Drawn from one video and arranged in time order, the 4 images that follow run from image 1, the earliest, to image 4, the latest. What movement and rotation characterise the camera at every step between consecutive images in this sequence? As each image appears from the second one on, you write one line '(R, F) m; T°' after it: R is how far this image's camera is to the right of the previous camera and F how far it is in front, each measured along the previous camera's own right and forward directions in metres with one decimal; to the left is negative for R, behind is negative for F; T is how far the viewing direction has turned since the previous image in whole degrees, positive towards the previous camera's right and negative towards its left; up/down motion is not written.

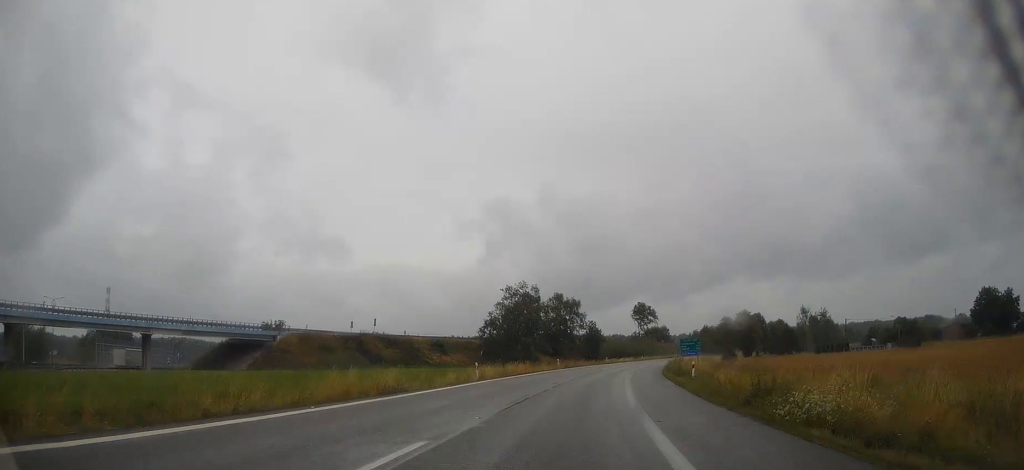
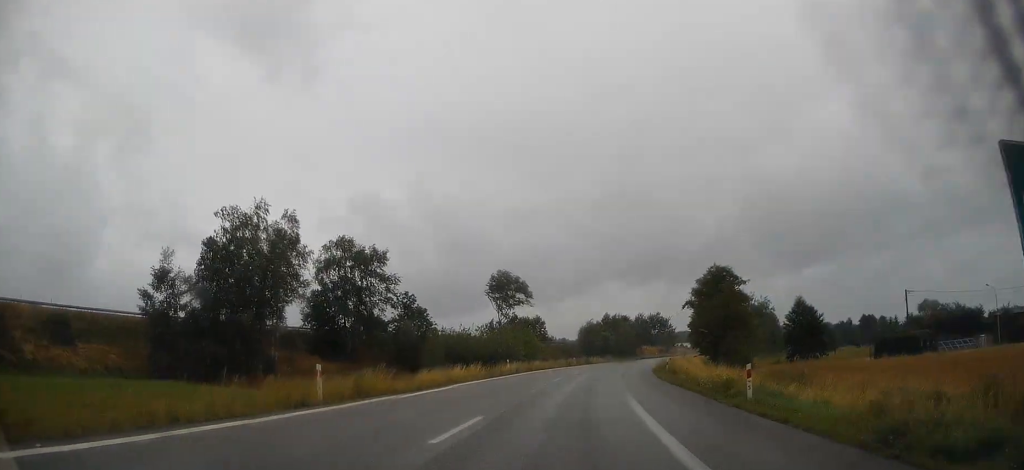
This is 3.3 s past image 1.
(+8.5, +83.6) m; +11°
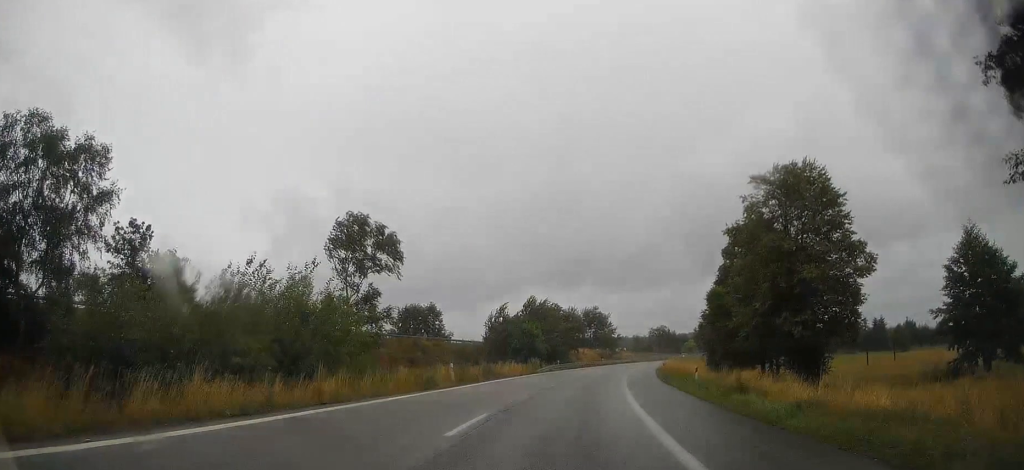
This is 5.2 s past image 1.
(+3.1, +49.8) m; +8°
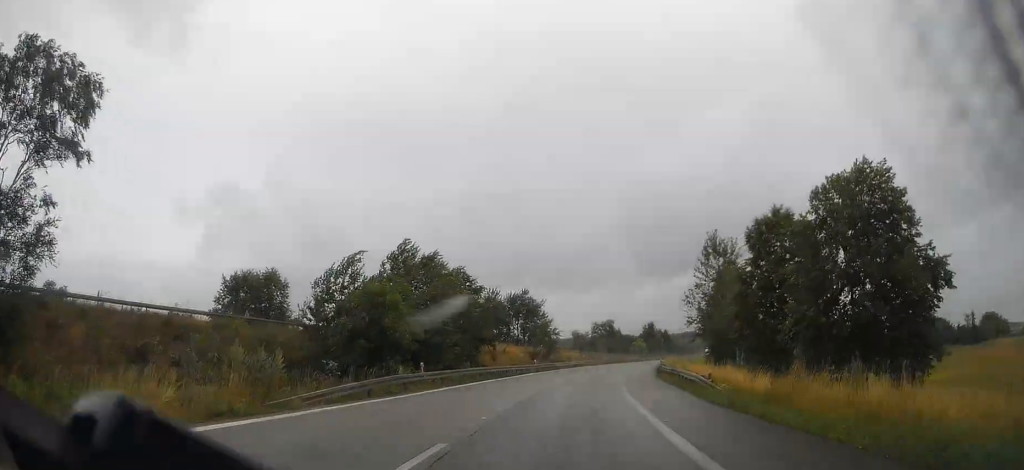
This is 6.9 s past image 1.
(+3.0, +42.5) m; +7°
